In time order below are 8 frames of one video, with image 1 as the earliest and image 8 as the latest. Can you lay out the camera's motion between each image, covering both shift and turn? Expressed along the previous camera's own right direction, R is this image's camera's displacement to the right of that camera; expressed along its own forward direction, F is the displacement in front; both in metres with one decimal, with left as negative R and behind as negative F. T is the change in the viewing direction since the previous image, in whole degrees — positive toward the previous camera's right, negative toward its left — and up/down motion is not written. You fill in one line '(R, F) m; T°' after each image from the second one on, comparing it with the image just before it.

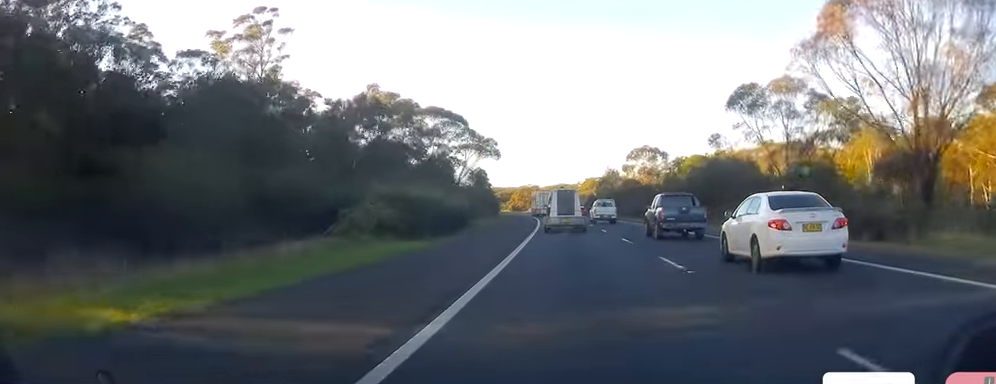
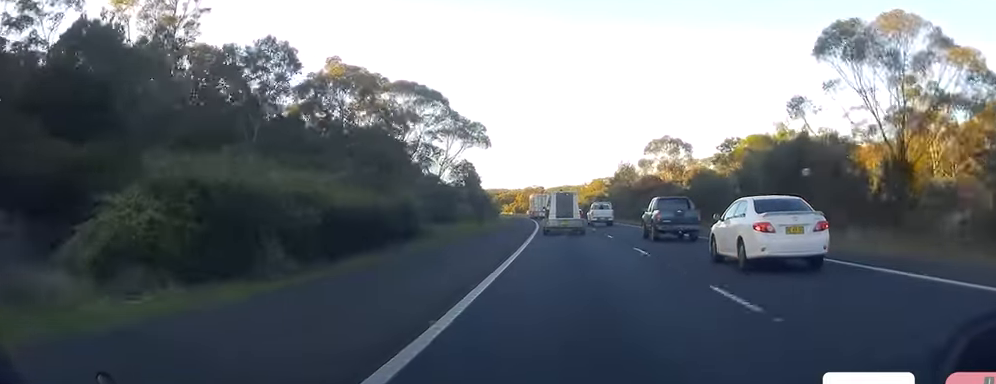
(-0.2, +18.0) m; 0°
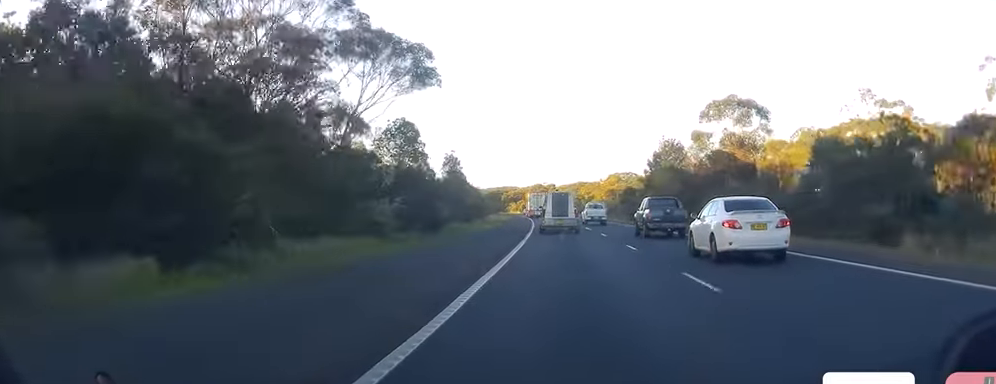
(+0.1, +34.2) m; -2°
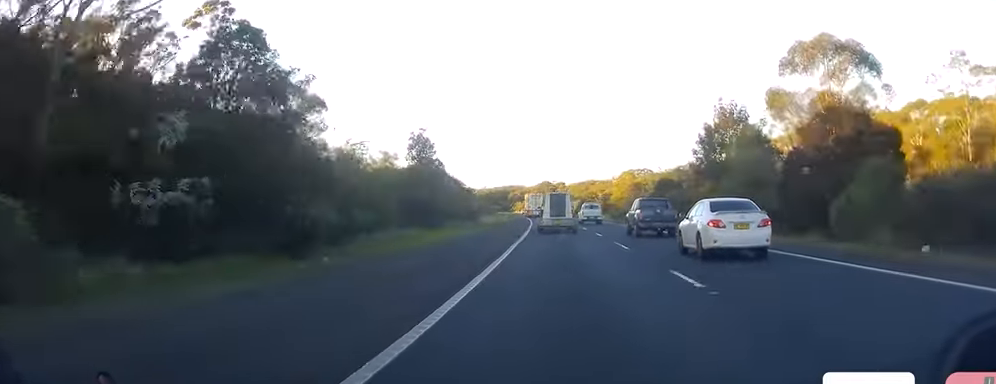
(-1.0, +23.1) m; -1°
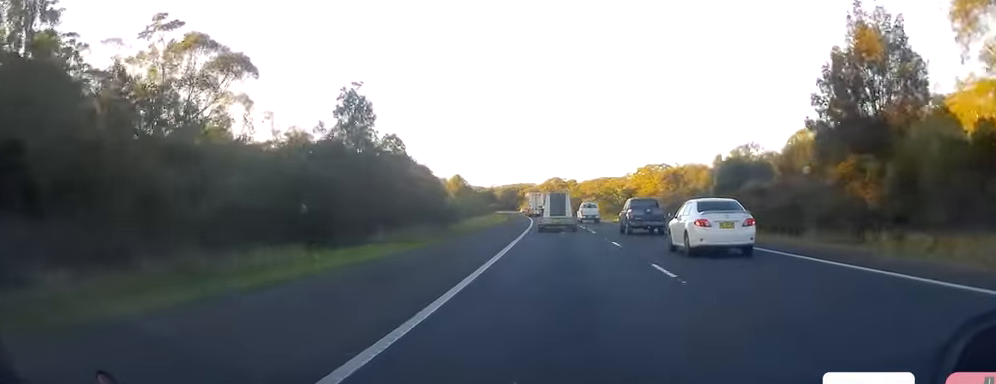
(+0.3, +22.4) m; +1°
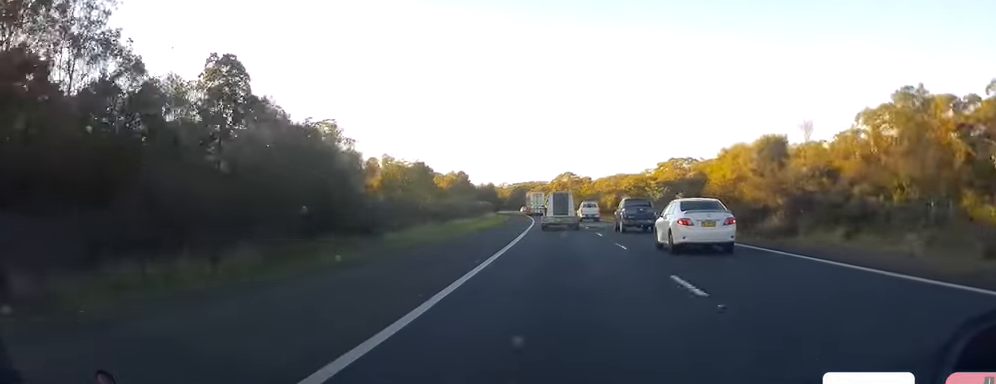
(+0.4, +26.8) m; -1°
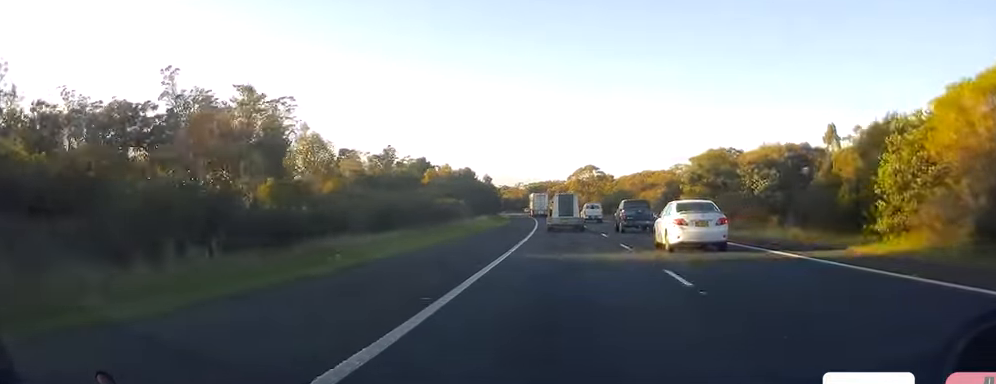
(-1.0, +34.1) m; -2°
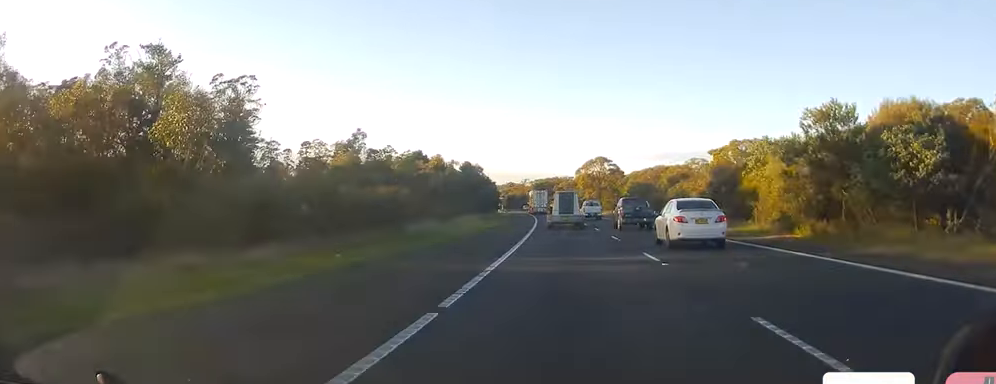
(+0.4, +18.8) m; -2°
